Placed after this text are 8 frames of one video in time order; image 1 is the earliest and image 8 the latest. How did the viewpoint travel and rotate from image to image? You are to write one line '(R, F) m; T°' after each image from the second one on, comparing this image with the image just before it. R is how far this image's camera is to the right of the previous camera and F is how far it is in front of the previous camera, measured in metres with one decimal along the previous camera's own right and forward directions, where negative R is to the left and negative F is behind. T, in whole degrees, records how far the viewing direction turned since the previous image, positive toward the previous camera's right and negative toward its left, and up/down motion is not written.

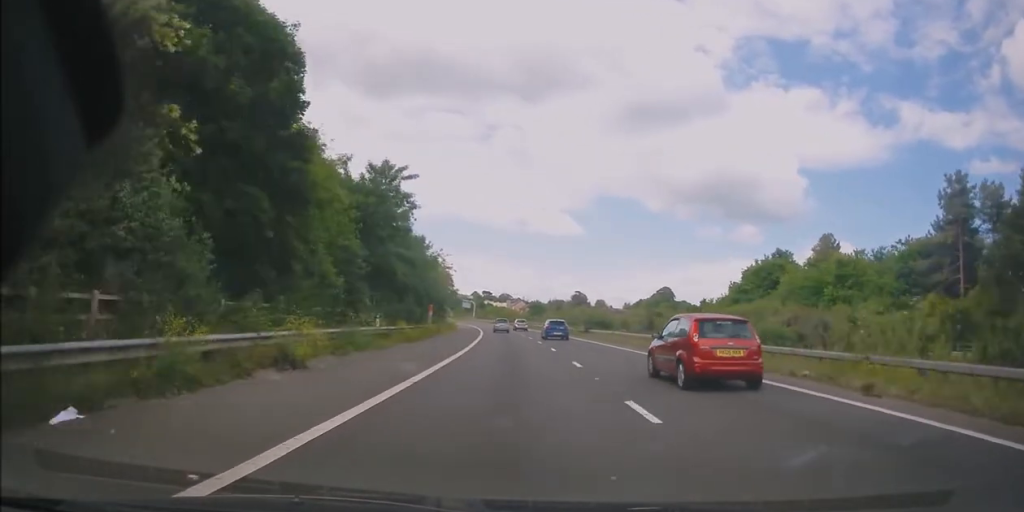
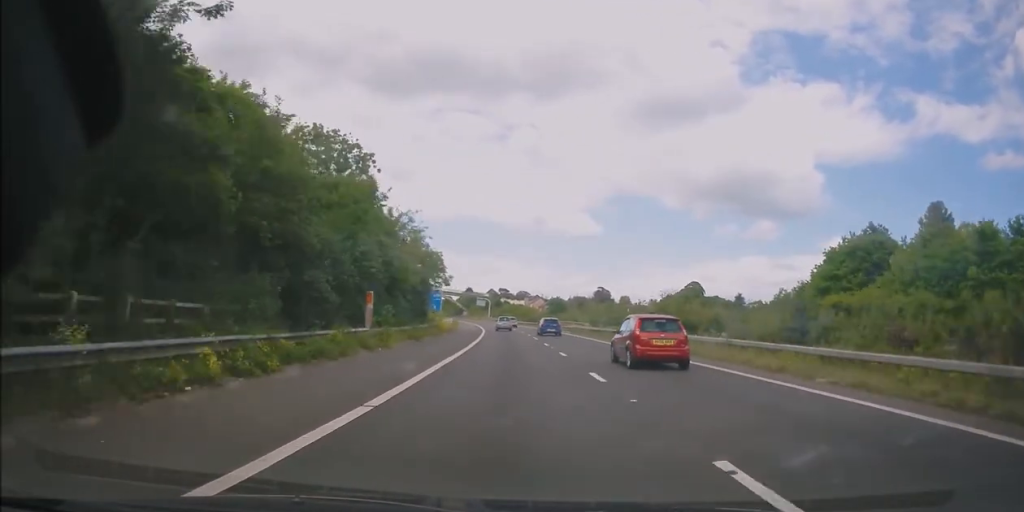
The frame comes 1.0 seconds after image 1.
(-0.5, +22.6) m; -2°
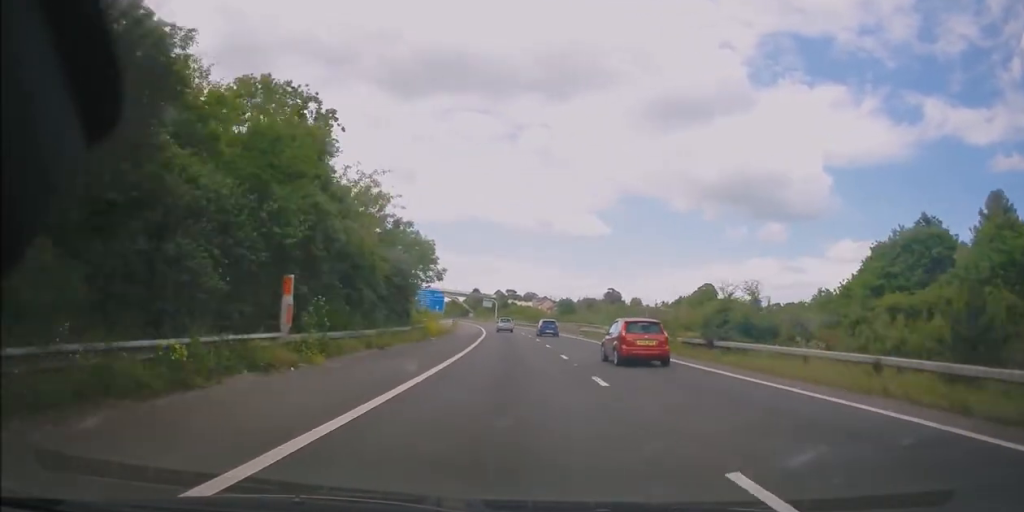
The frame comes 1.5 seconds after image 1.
(+0.1, +9.5) m; -1°
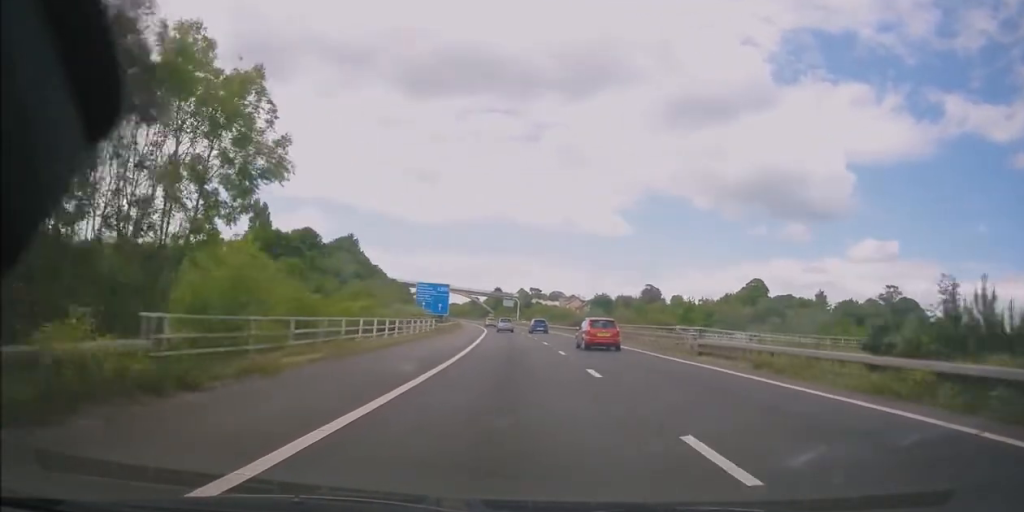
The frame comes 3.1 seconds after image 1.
(-1.1, +35.1) m; -2°
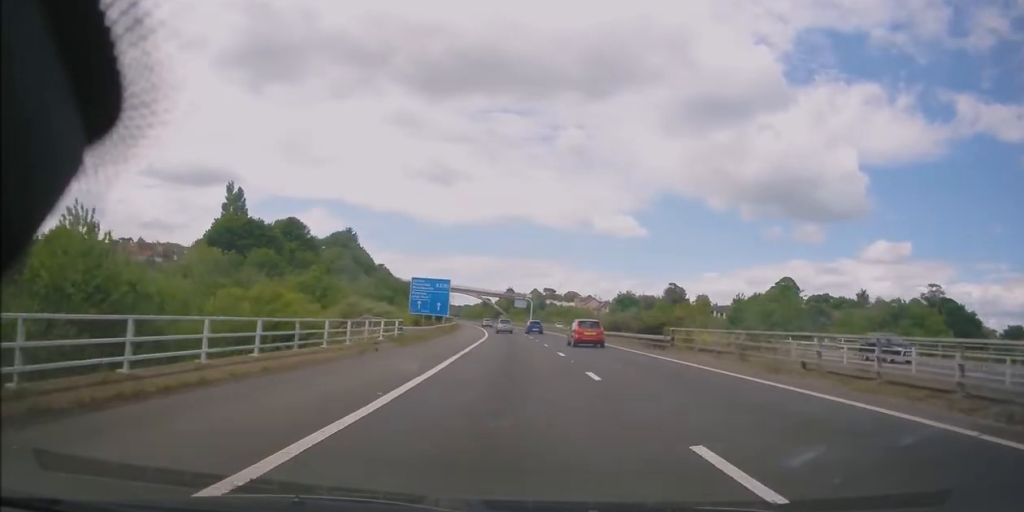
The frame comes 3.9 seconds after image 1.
(0.0, +19.2) m; -1°
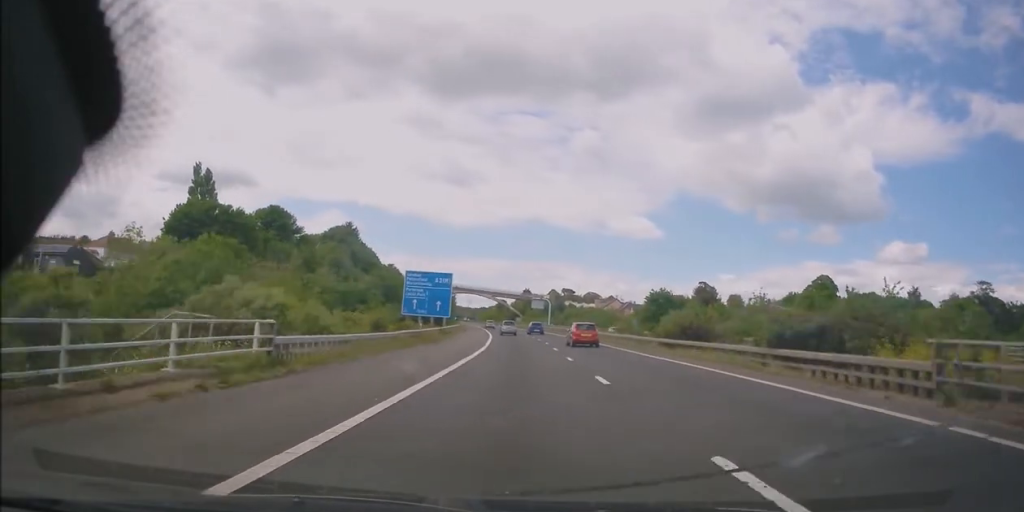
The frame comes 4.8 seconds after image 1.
(-0.2, +19.3) m; -2°
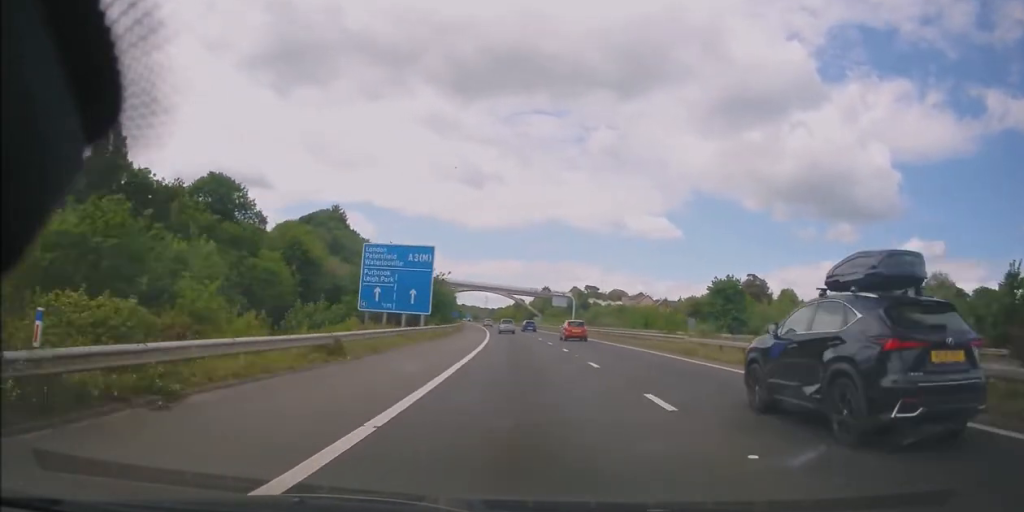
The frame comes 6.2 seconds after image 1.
(-0.7, +31.5) m; -2°
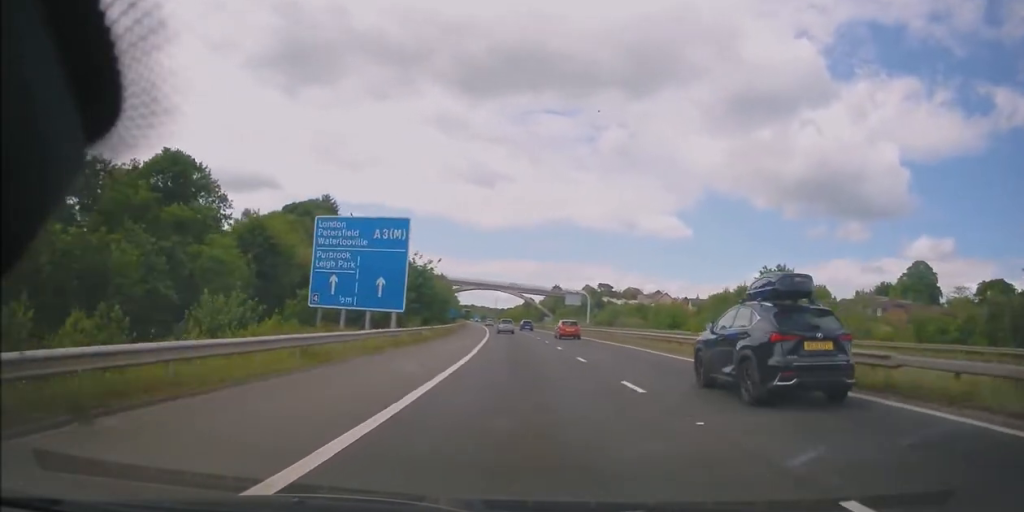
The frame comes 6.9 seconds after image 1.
(-0.1, +15.9) m; -1°
